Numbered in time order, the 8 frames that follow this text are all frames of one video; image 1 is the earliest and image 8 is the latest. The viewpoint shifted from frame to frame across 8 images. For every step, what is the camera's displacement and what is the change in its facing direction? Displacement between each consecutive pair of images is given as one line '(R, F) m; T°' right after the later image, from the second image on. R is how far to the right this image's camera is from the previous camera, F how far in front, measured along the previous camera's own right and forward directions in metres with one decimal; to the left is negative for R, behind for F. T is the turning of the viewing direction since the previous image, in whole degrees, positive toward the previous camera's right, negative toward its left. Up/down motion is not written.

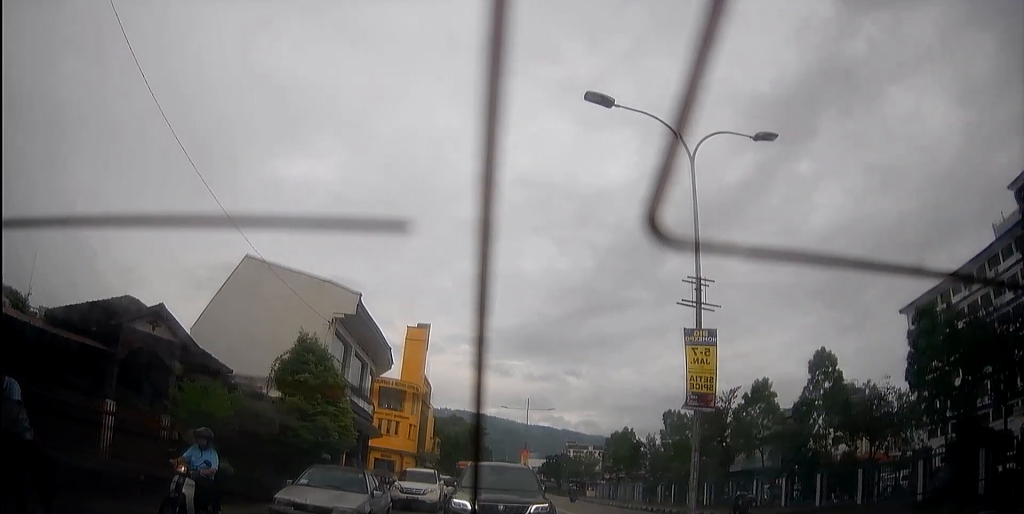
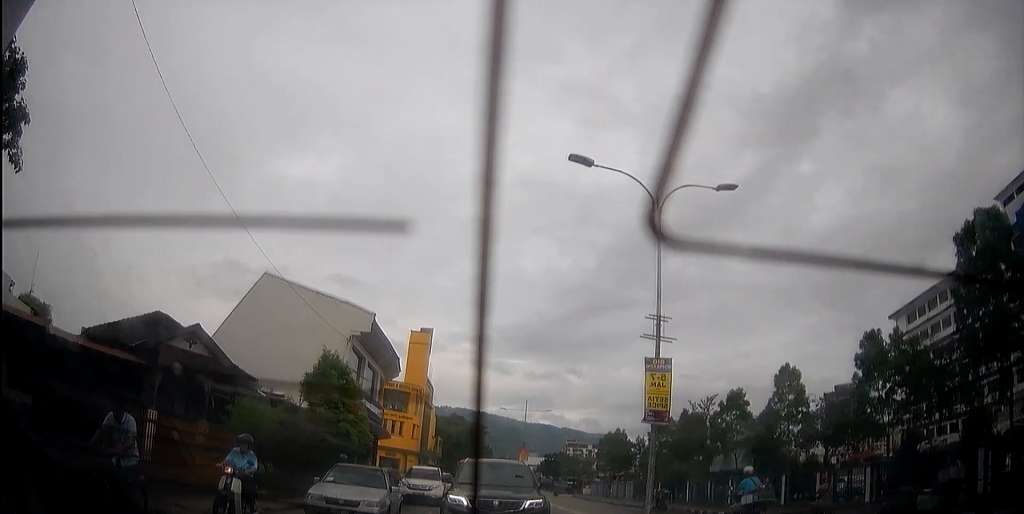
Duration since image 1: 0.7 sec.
(0.0, +3.0) m; 0°
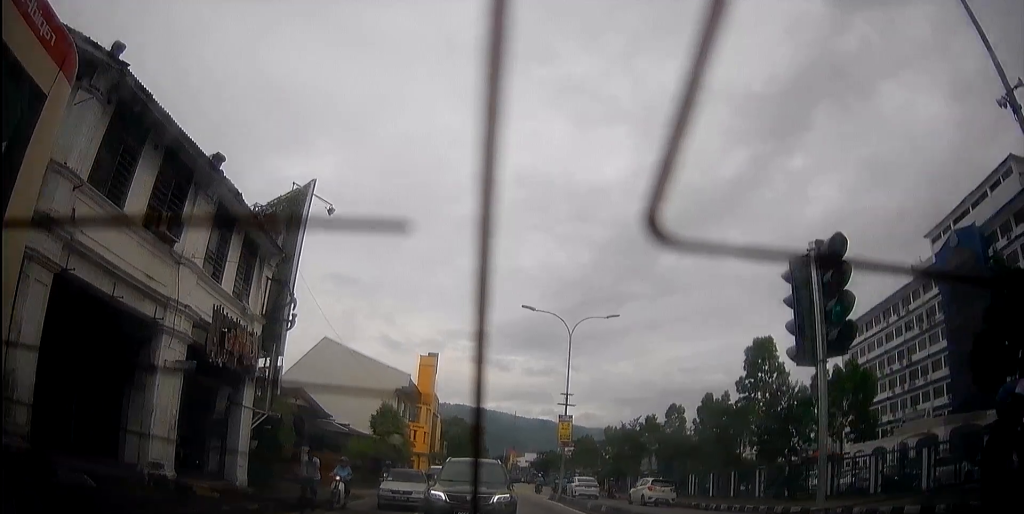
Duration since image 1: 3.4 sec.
(-0.1, +14.9) m; 0°
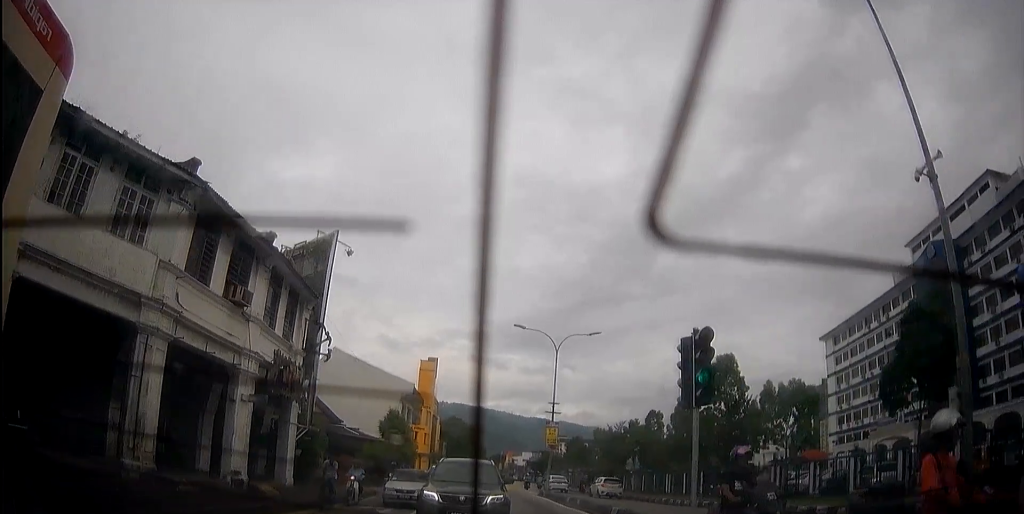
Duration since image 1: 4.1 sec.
(0.0, +4.3) m; 0°
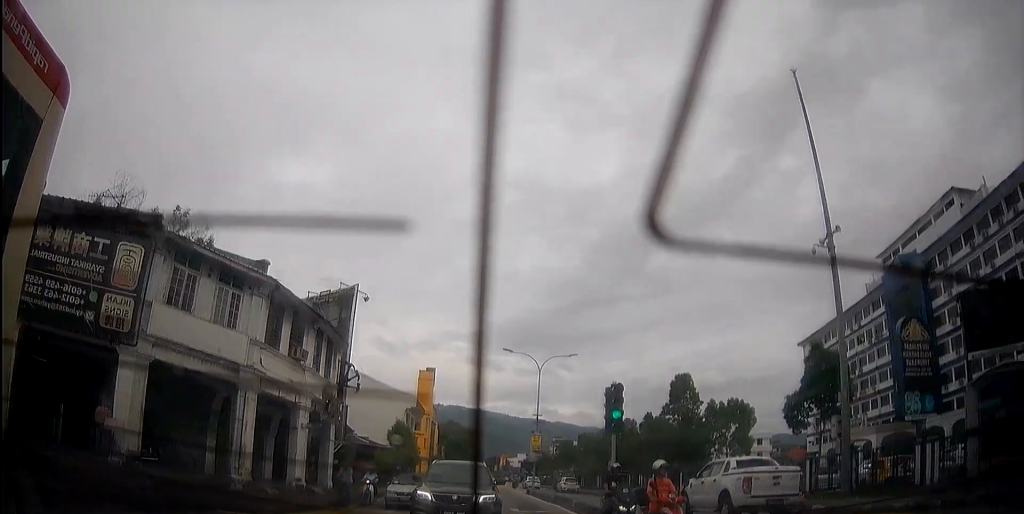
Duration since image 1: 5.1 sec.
(0.0, +6.0) m; -1°
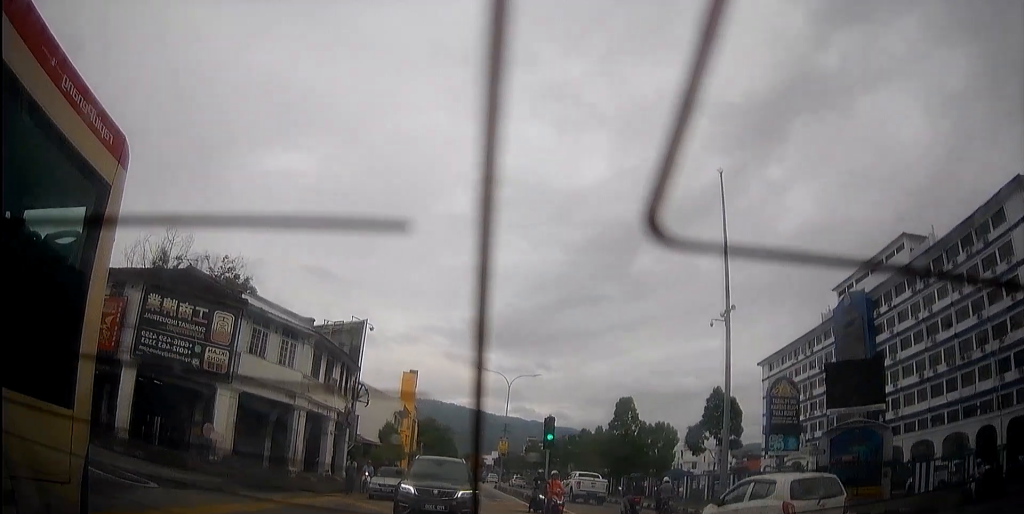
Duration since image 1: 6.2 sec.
(-0.1, +8.2) m; -2°
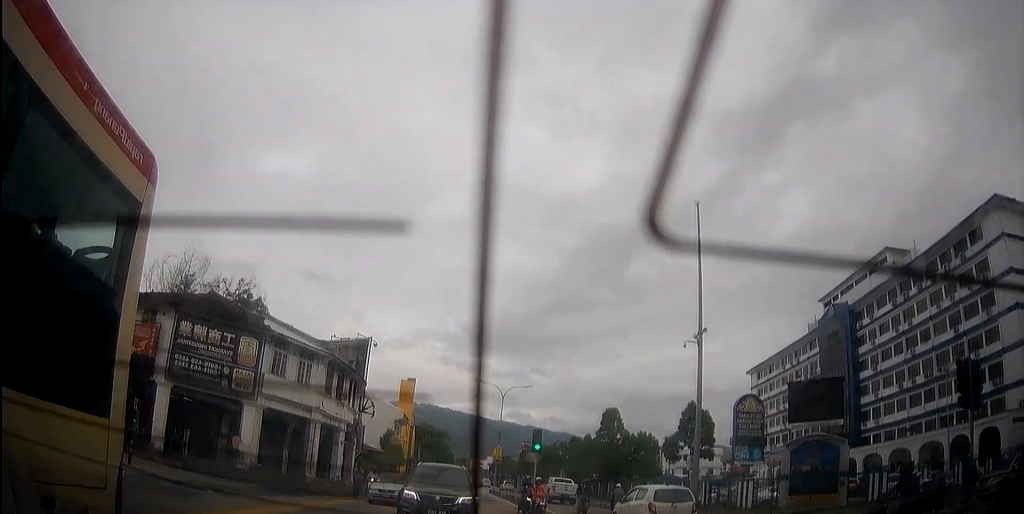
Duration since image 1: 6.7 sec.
(0.0, +3.3) m; 0°
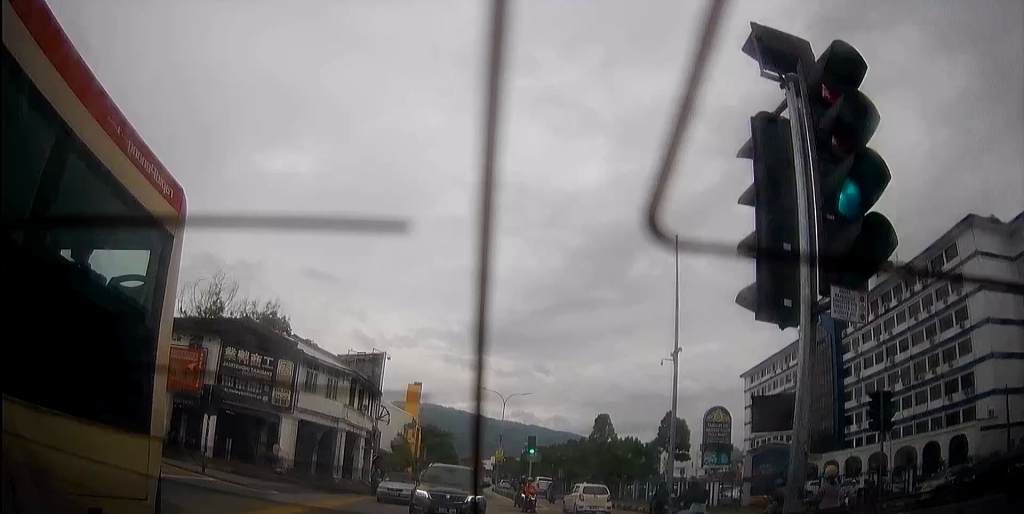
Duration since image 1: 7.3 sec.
(0.0, +4.9) m; 0°
